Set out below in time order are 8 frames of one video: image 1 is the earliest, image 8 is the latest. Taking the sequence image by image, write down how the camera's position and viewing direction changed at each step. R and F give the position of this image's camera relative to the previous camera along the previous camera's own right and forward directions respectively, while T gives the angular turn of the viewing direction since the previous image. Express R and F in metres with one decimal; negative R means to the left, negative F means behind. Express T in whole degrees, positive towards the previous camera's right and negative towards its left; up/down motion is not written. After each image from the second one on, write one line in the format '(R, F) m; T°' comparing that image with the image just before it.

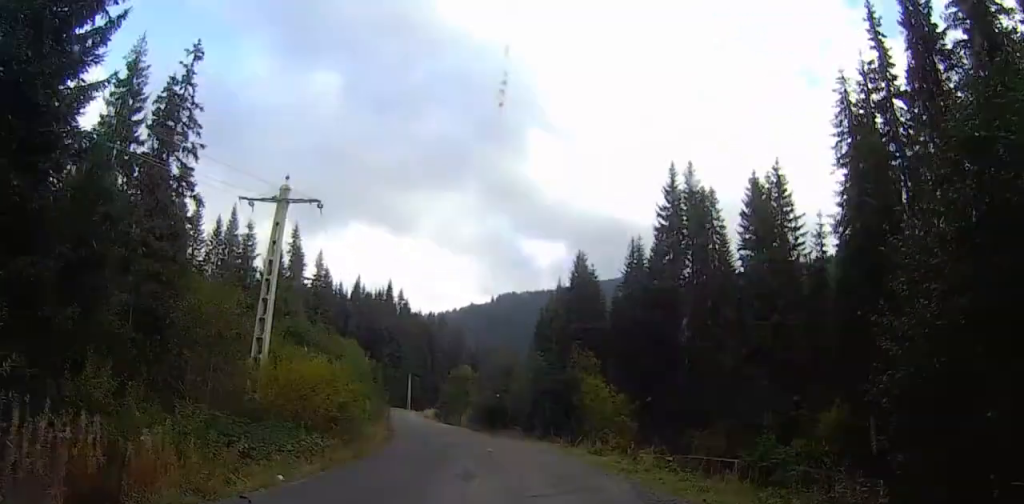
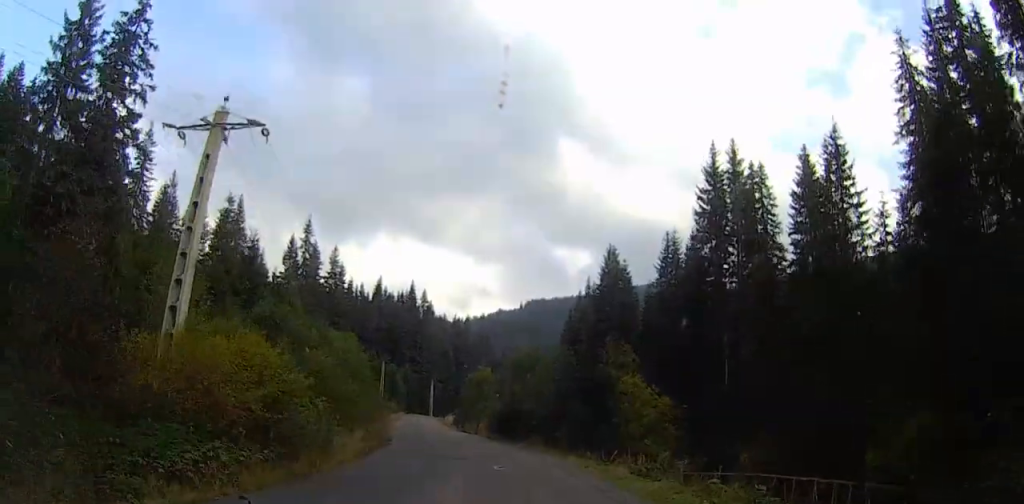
(-0.2, +8.1) m; -3°
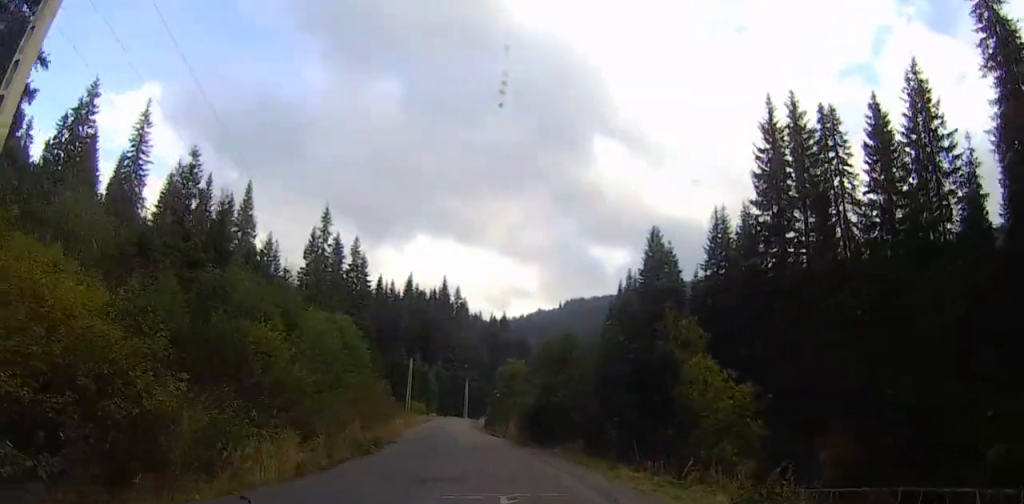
(-0.1, +9.5) m; -4°
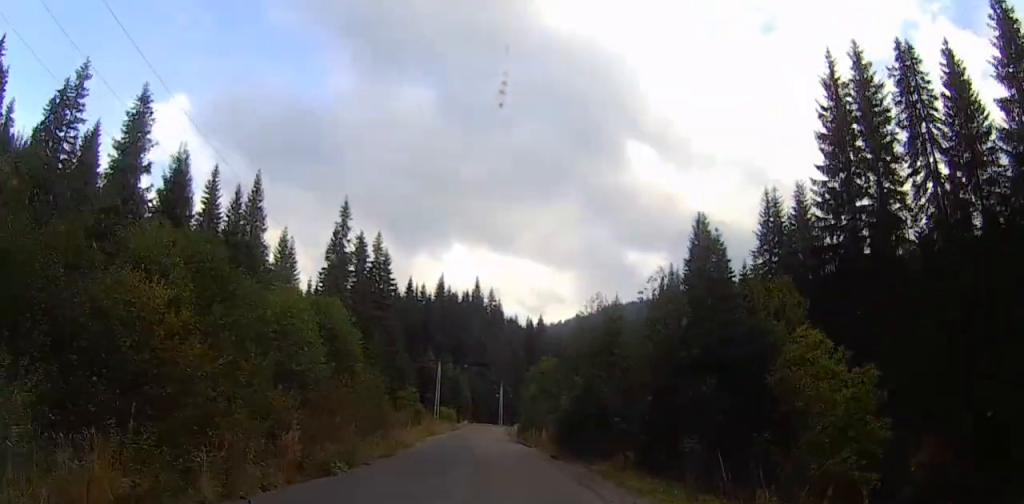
(-0.5, +7.7) m; -4°
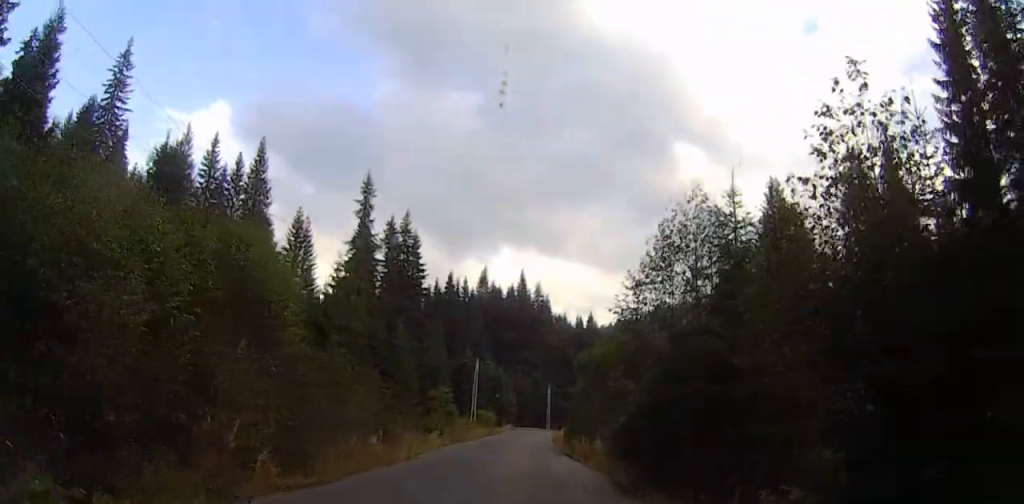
(-0.6, +12.6) m; -2°
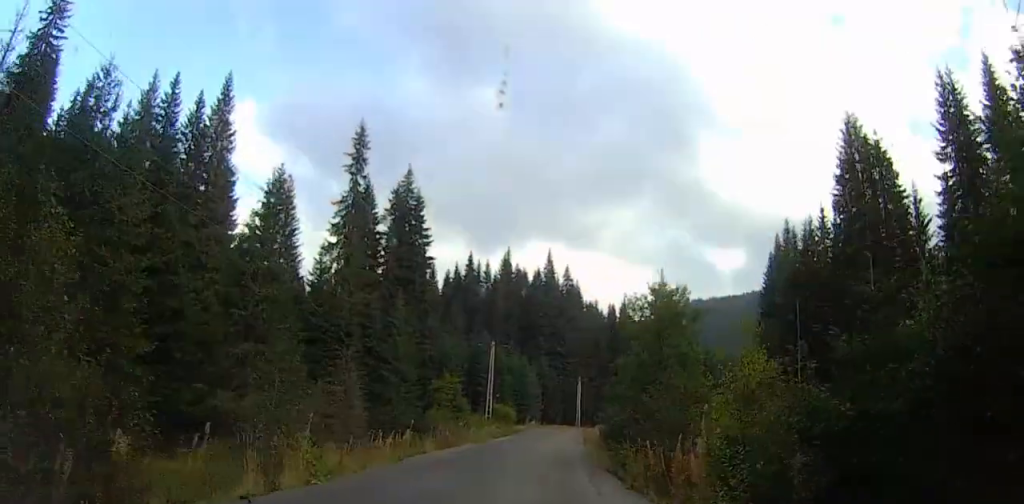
(0.0, +17.1) m; -1°
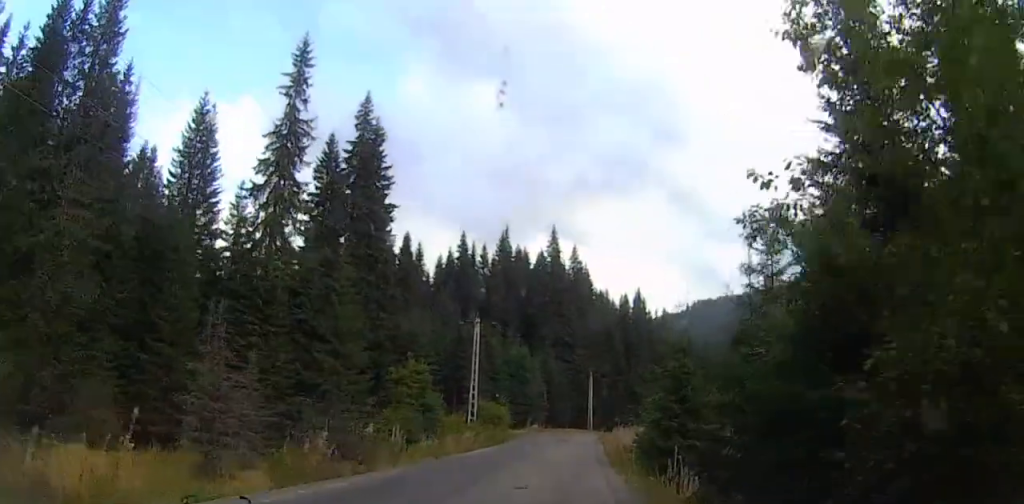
(-0.4, +22.3) m; -4°
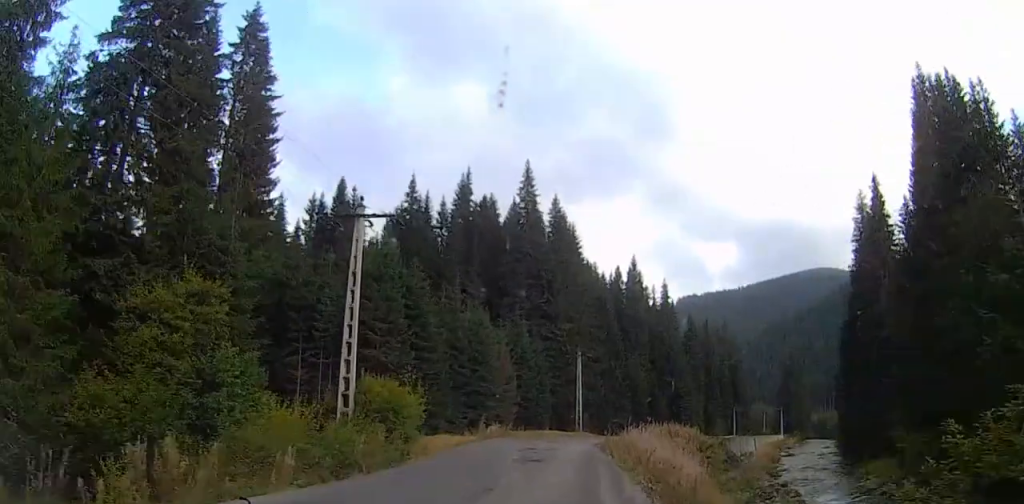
(+0.5, +32.5) m; +5°
